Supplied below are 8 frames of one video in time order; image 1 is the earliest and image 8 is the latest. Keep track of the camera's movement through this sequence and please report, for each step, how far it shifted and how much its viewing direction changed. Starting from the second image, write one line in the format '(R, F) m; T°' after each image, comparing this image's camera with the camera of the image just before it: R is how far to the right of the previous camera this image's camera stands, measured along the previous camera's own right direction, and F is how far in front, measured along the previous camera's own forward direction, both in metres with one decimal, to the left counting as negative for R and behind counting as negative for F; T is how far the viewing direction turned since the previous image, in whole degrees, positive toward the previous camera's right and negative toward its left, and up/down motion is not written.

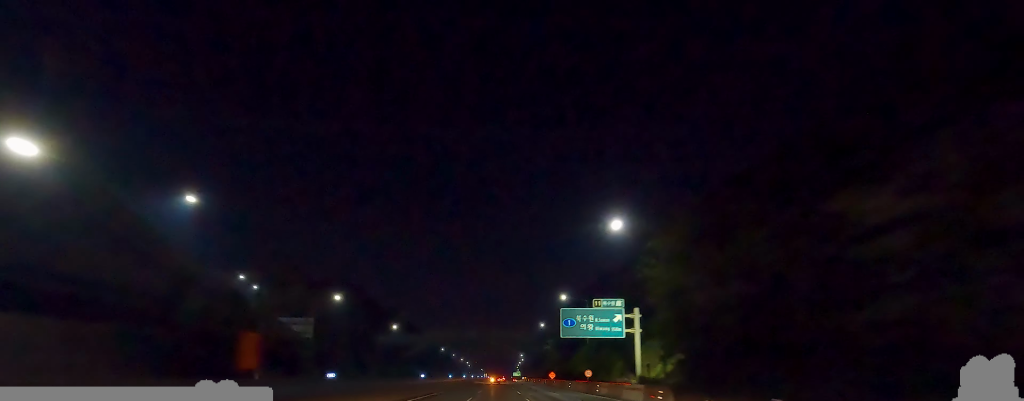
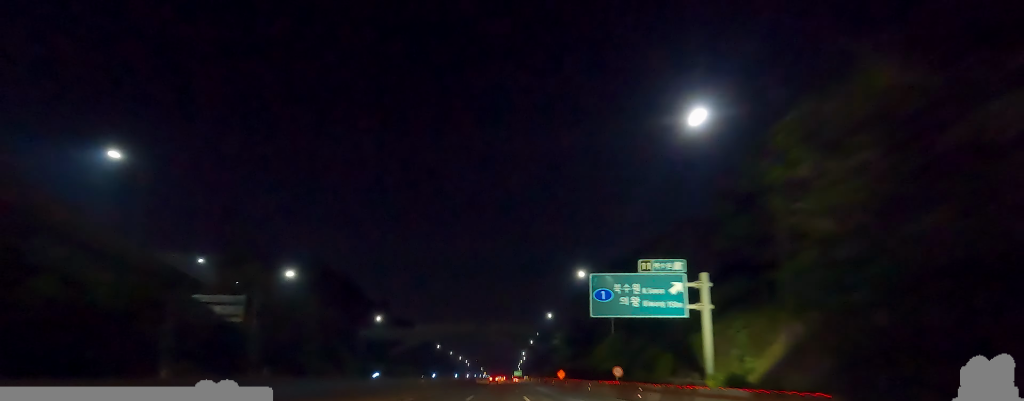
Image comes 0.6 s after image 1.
(-0.1, +17.1) m; 0°
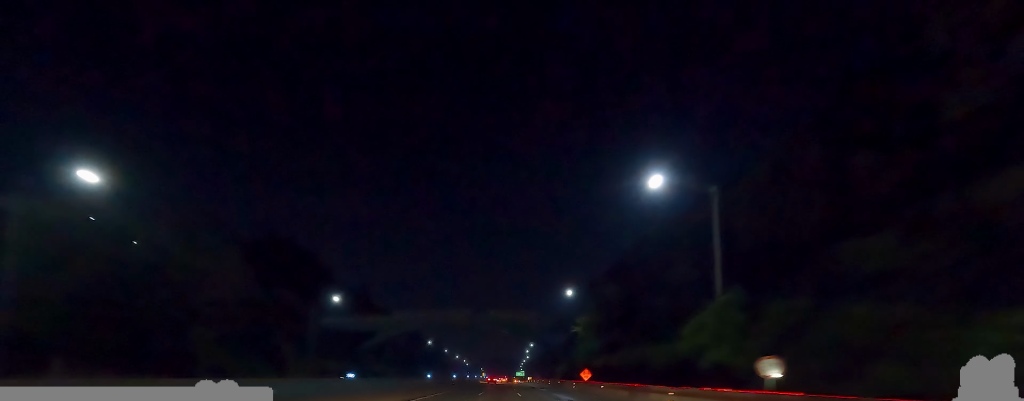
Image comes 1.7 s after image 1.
(+0.9, +28.5) m; -1°
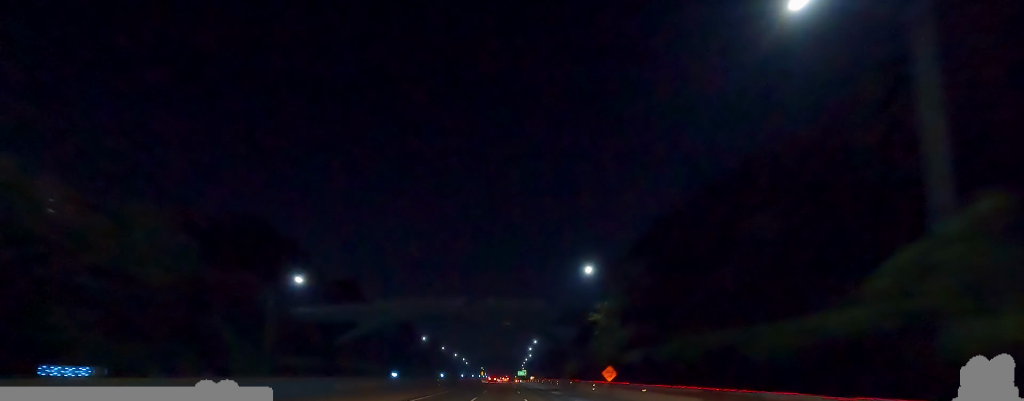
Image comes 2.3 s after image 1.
(-0.4, +15.1) m; -2°
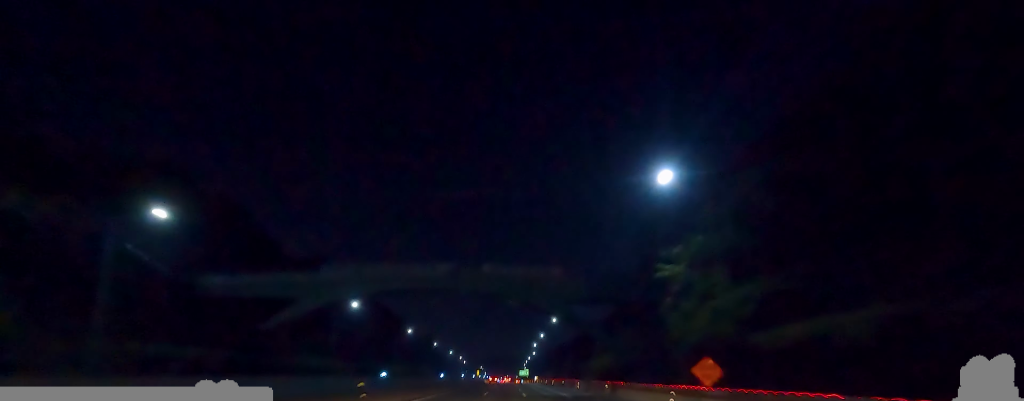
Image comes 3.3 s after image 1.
(-0.7, +26.6) m; +2°
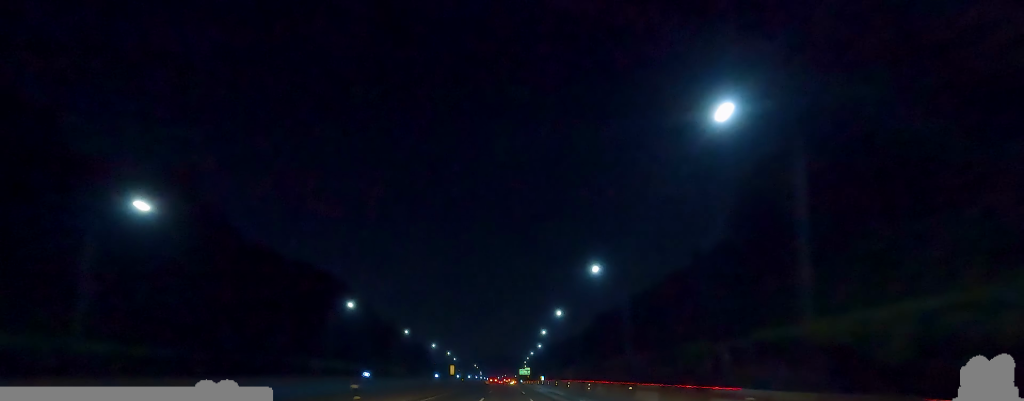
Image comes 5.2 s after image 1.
(+1.3, +51.6) m; +2°
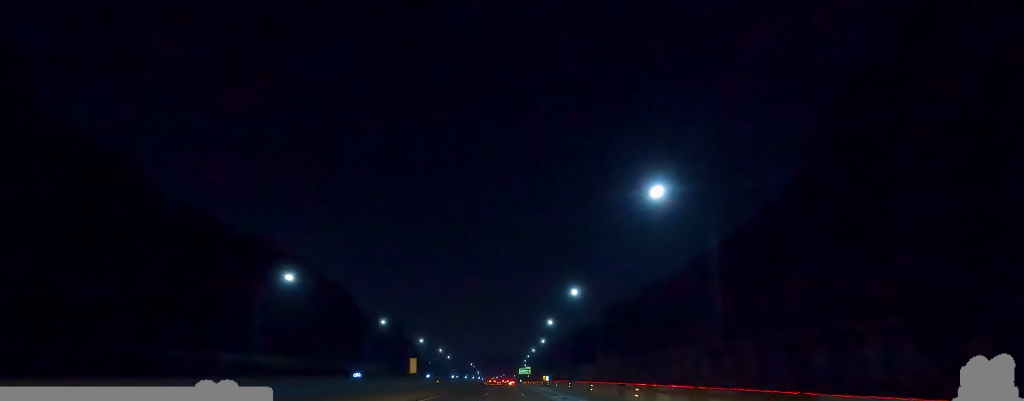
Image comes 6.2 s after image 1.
(+0.9, +24.4) m; 0°
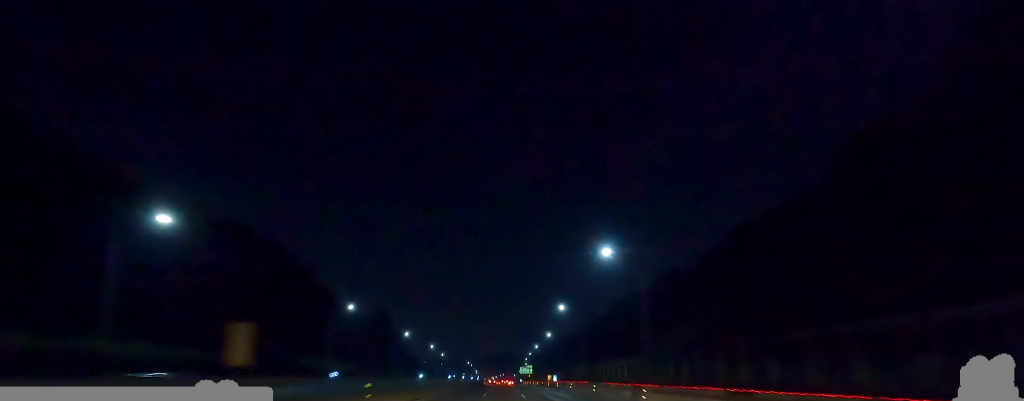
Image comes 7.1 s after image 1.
(-0.7, +23.4) m; -2°
